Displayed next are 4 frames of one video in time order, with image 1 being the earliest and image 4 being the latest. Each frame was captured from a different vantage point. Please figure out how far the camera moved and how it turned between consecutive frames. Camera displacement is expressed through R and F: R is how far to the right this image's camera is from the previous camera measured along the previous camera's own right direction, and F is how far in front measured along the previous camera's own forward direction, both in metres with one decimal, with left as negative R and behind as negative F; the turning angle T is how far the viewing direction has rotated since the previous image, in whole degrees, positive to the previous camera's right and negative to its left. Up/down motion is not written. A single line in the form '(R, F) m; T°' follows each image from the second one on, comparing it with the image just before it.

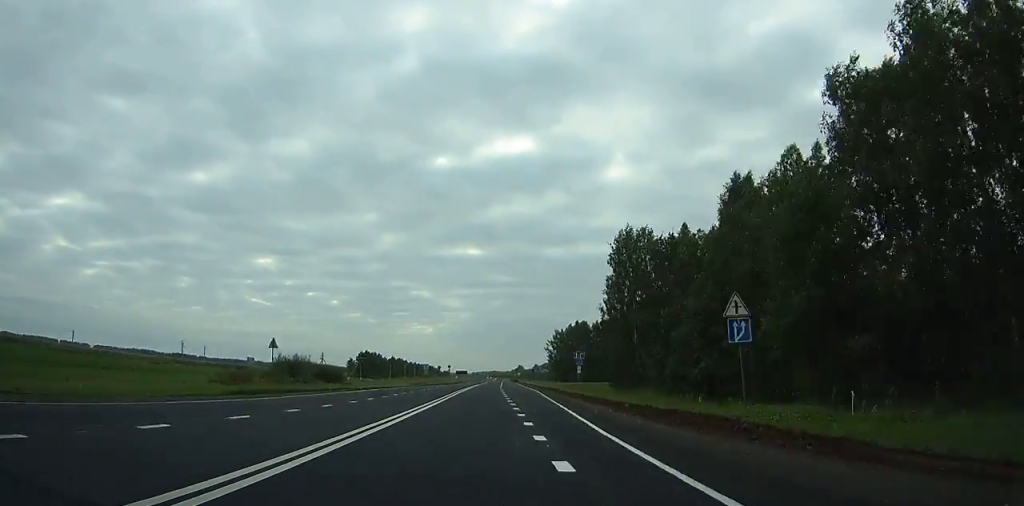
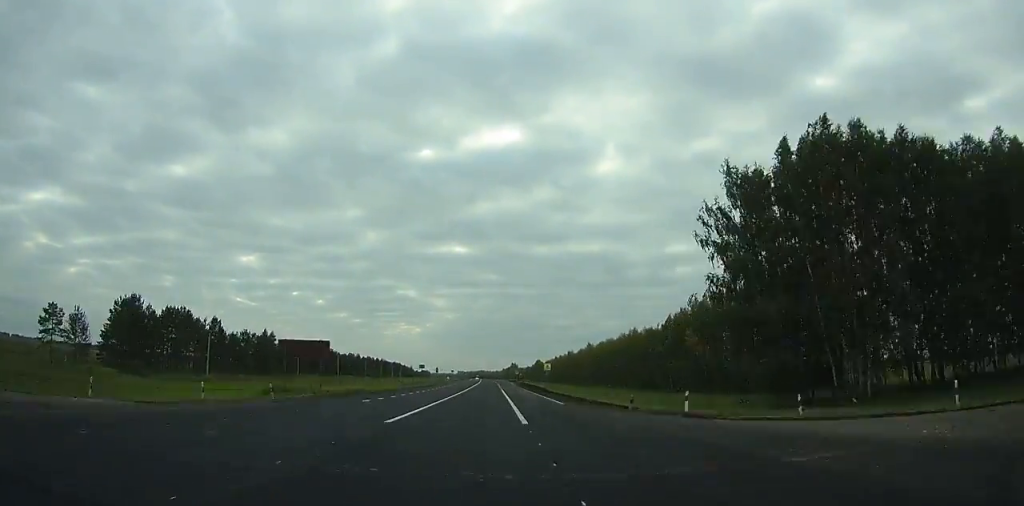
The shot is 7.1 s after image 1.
(-18.0, +158.9) m; -6°
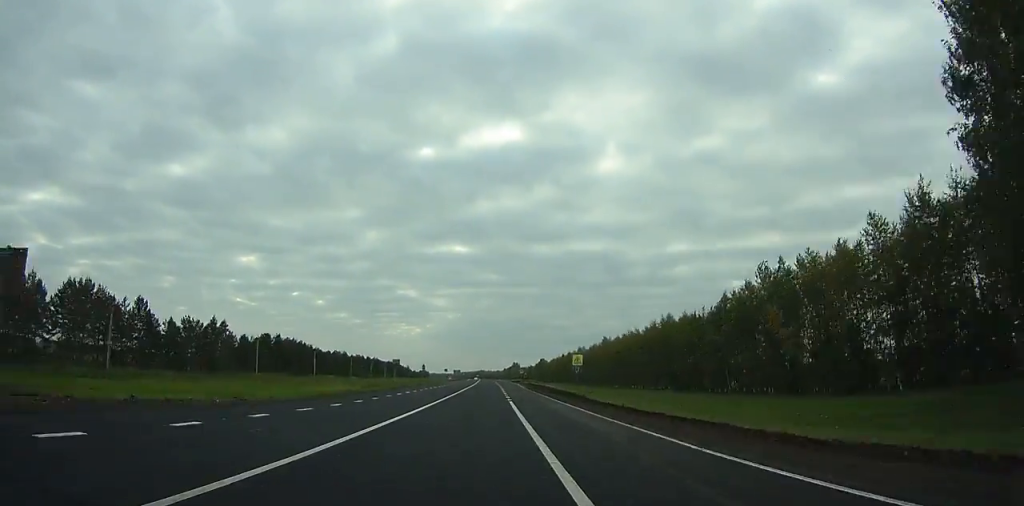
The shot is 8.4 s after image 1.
(0.0, +29.7) m; 0°
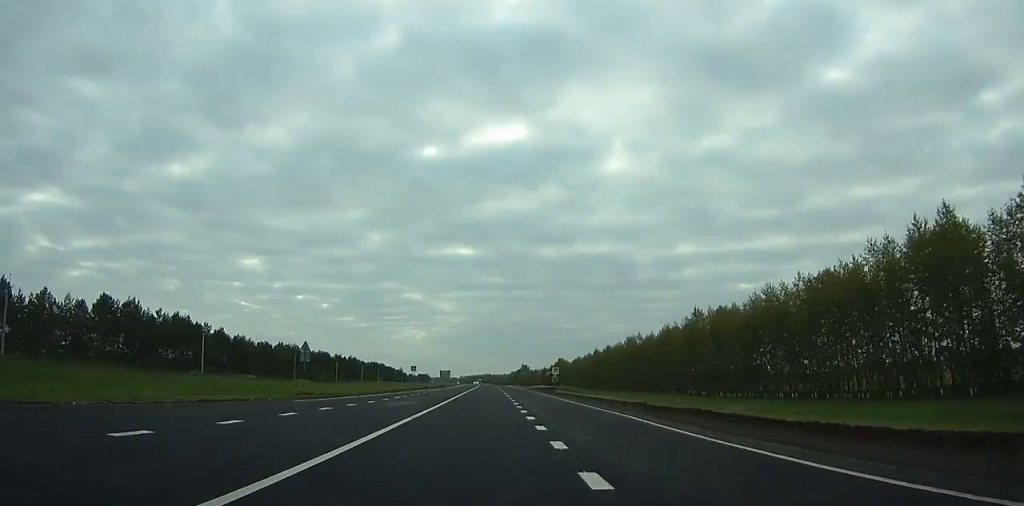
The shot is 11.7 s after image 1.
(+0.3, +76.7) m; 0°
